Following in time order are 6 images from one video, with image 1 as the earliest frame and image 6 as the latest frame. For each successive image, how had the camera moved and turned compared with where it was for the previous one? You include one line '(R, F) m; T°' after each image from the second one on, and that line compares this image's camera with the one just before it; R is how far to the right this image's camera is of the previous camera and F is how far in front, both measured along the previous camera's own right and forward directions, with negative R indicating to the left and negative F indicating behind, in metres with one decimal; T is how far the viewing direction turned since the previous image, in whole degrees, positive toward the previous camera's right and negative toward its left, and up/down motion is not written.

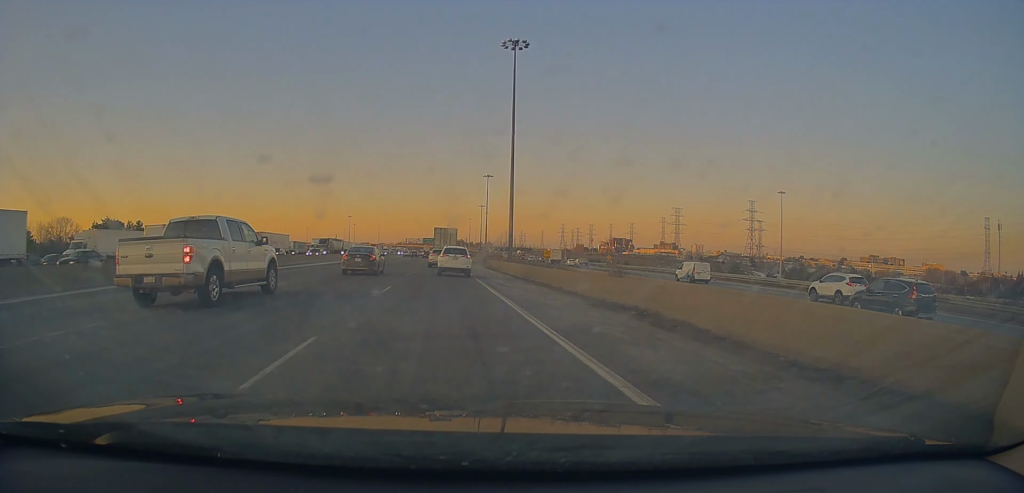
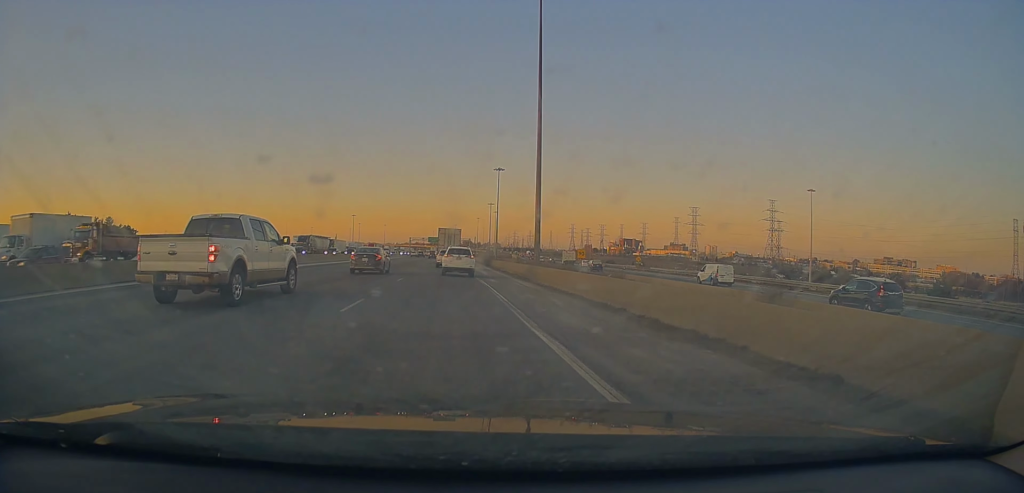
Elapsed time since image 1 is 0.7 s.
(0.0, +17.8) m; 0°
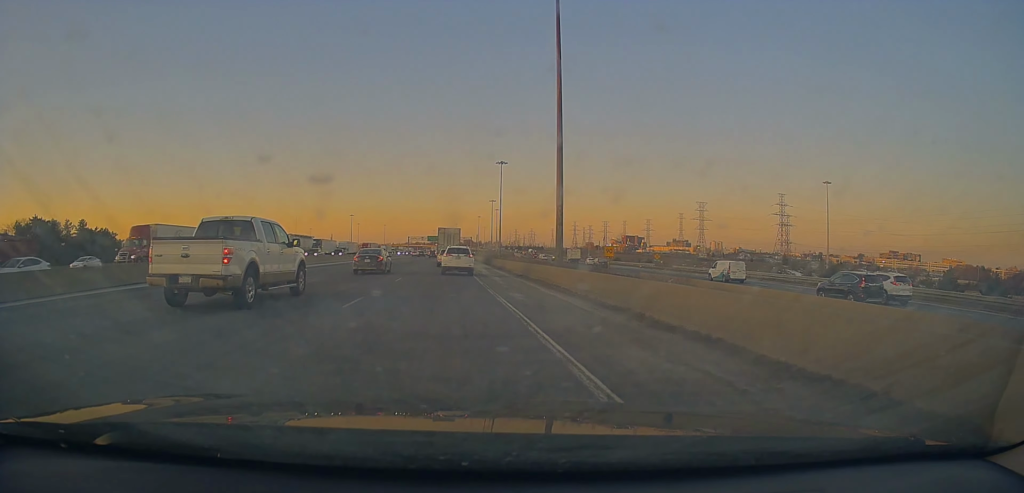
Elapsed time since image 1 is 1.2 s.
(0.0, +11.3) m; 0°
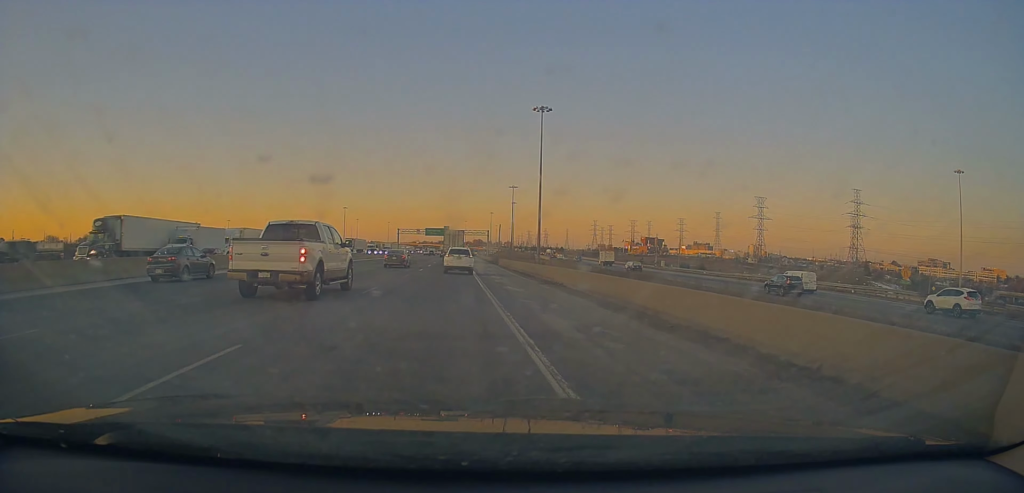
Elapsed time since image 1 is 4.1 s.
(-0.7, +68.4) m; -1°
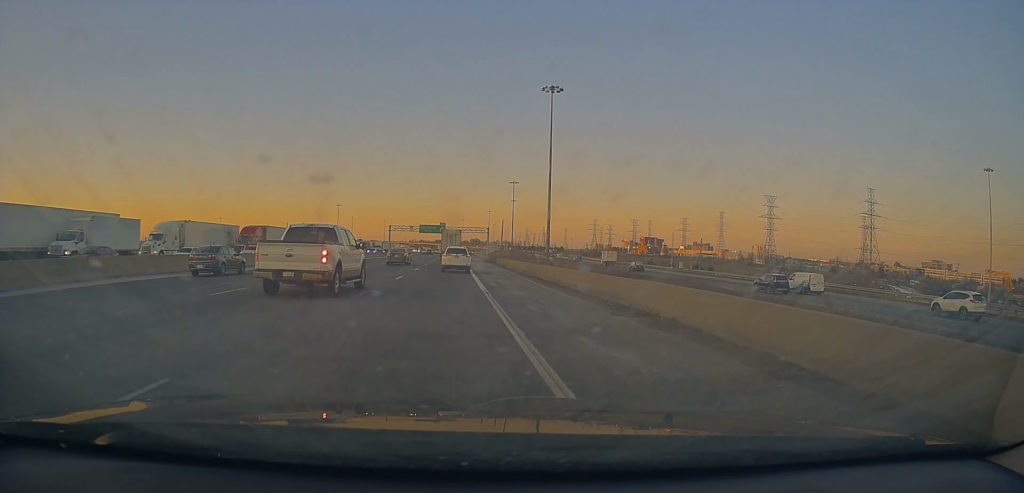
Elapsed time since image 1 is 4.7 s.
(+0.3, +13.9) m; 0°
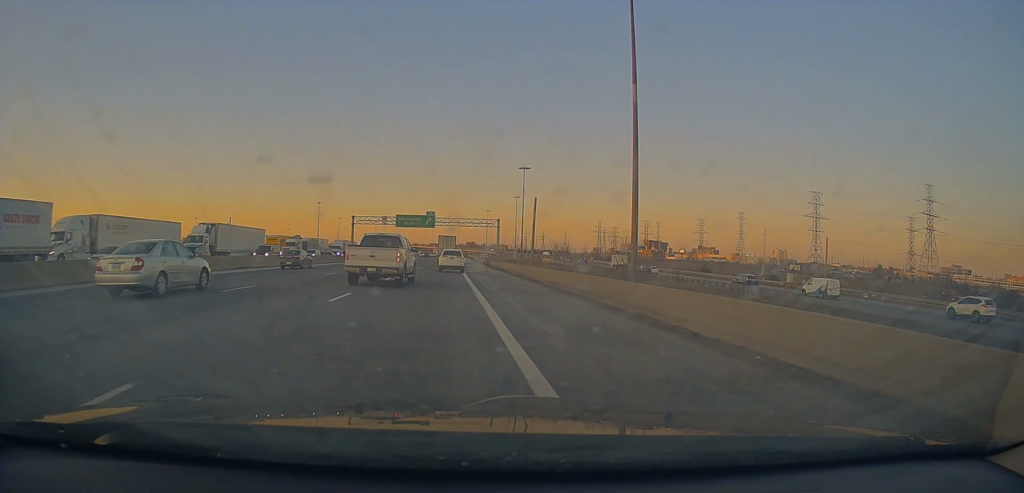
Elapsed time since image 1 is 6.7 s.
(-0.6, +47.1) m; -1°
